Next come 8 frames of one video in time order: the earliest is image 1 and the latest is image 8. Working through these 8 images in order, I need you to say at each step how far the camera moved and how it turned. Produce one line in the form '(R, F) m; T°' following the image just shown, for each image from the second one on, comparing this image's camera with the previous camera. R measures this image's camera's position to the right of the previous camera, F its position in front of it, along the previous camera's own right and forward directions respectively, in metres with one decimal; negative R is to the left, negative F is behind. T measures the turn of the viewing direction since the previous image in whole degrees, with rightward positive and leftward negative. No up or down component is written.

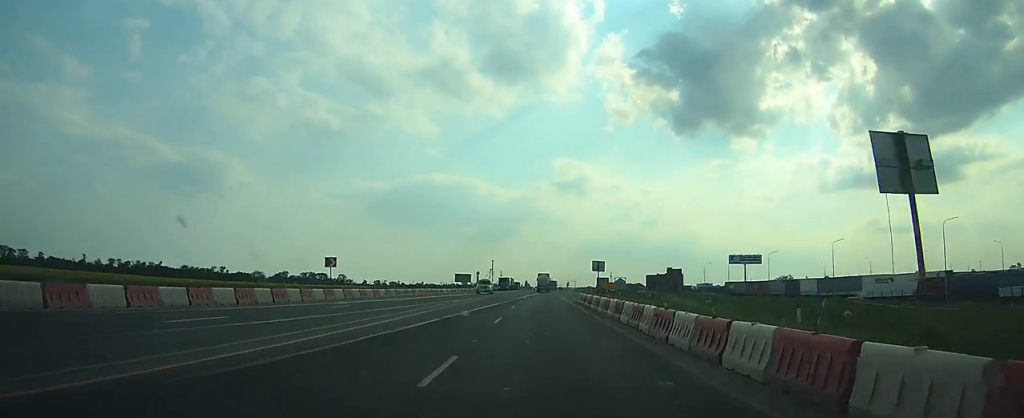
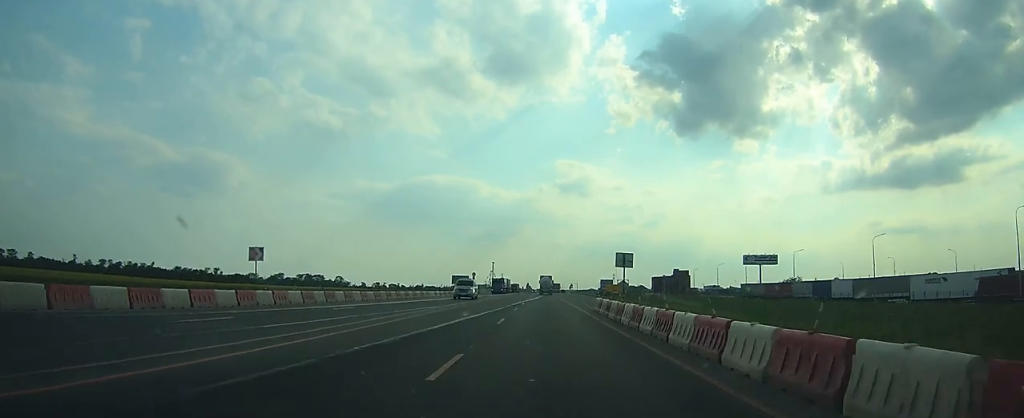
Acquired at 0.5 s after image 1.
(0.0, +11.5) m; 0°
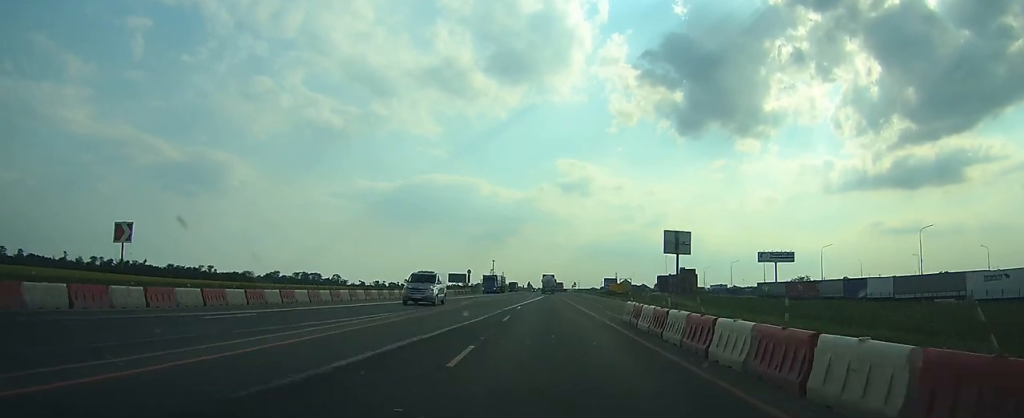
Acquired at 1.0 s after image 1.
(0.0, +10.7) m; 0°
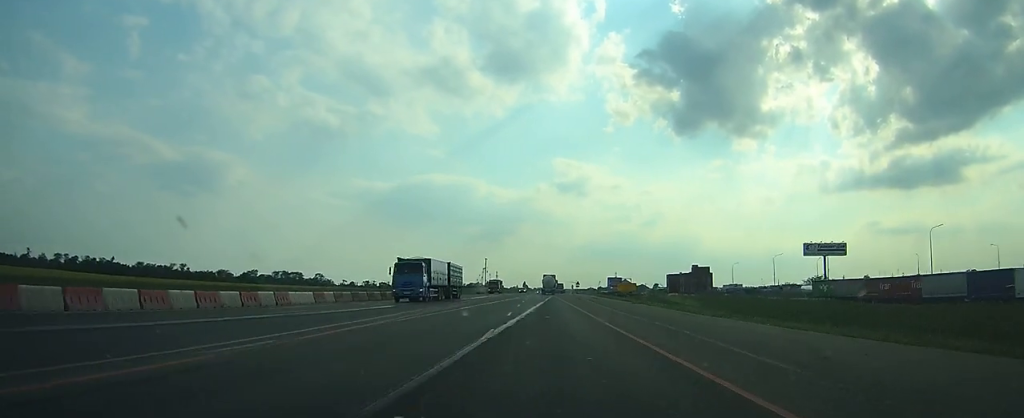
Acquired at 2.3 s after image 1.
(-0.1, +30.6) m; 0°
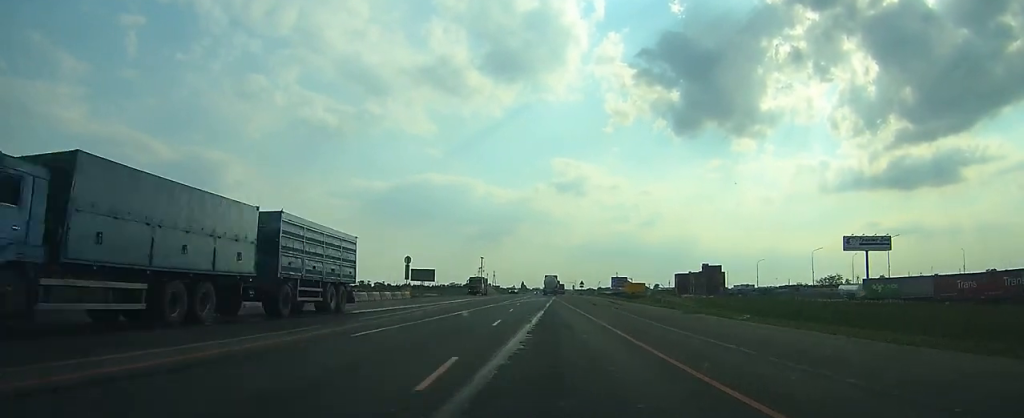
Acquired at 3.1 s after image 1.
(0.0, +18.4) m; 0°
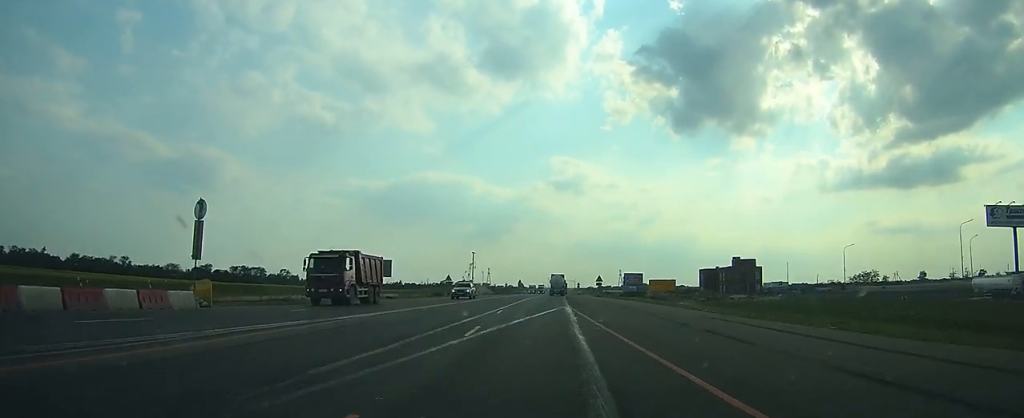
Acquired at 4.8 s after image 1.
(+0.1, +40.3) m; 0°
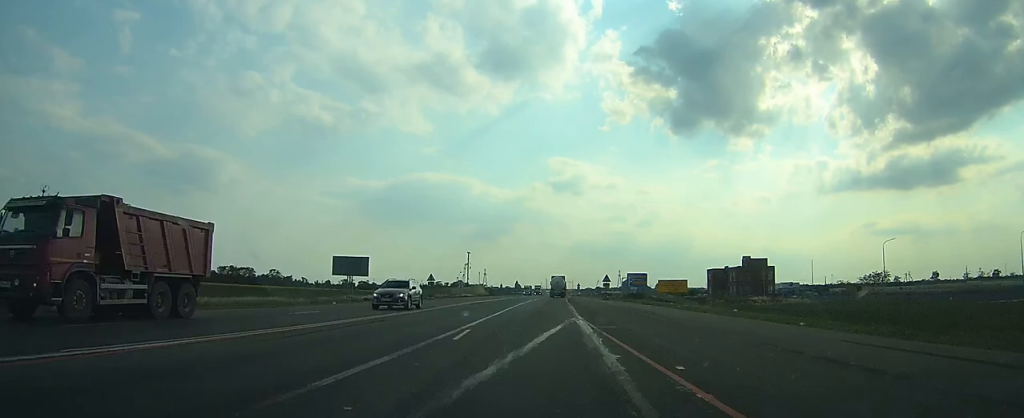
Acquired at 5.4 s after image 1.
(0.0, +12.5) m; 0°
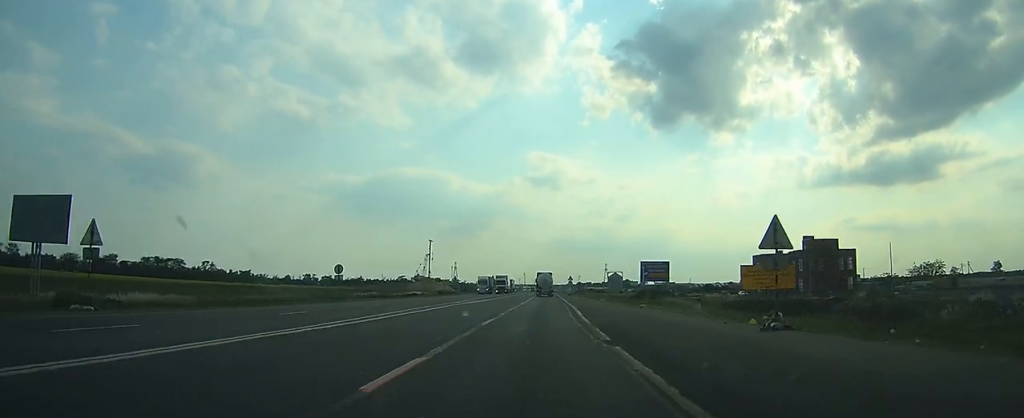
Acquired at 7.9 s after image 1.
(+0.5, +58.9) m; +2°
